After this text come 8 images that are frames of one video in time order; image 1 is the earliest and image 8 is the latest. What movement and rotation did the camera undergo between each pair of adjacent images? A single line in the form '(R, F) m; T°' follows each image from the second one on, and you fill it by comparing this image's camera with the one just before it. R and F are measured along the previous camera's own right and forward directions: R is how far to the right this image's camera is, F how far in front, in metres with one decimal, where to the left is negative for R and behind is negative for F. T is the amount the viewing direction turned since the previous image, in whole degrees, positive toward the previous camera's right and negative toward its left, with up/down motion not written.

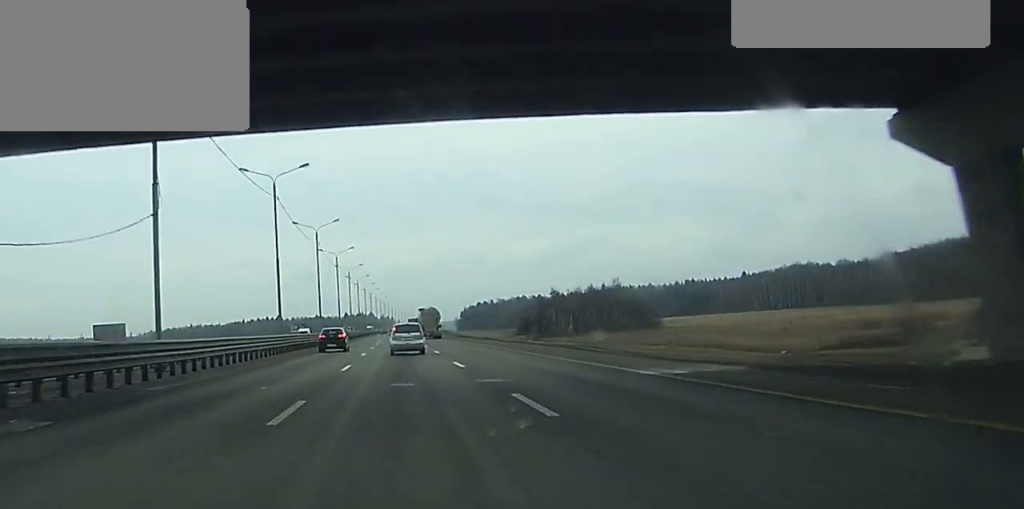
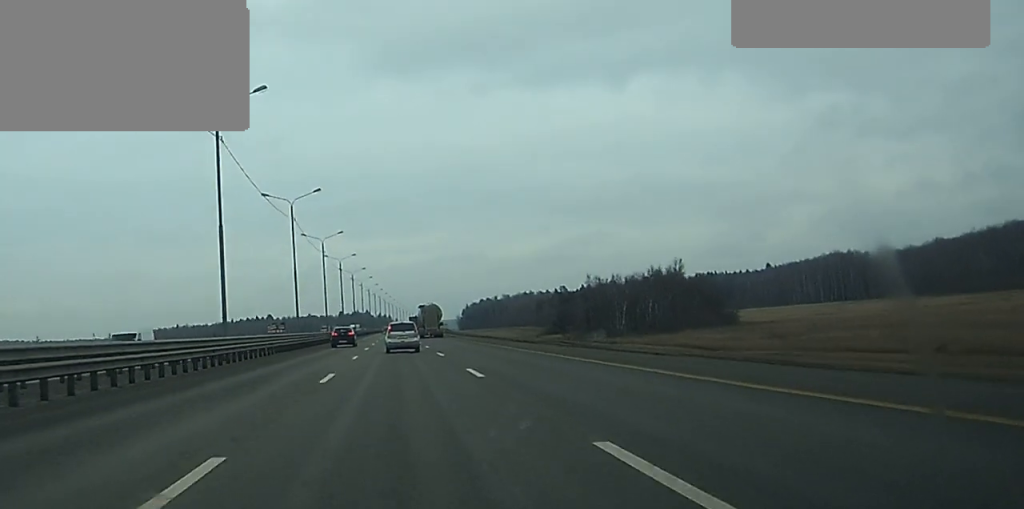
(0.0, +54.5) m; 0°
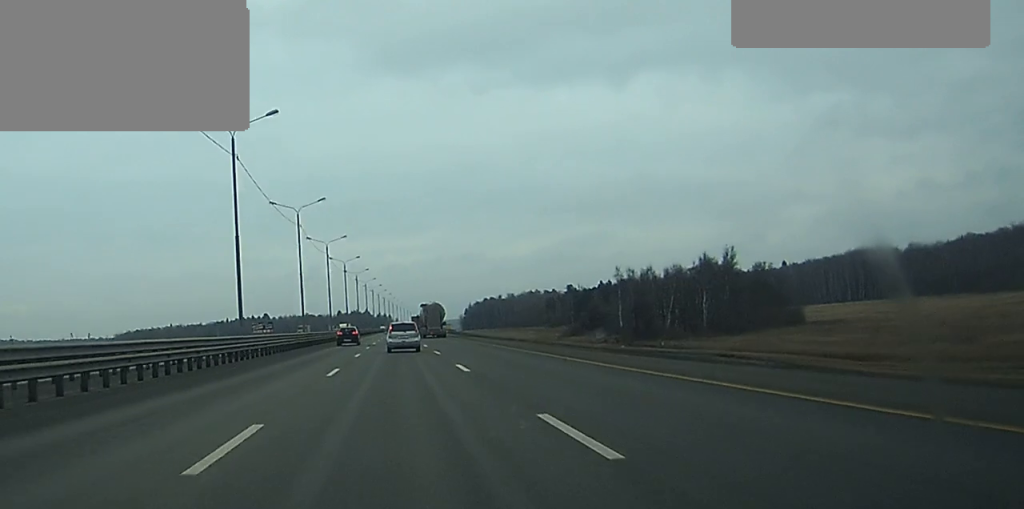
(0.0, +28.7) m; 0°
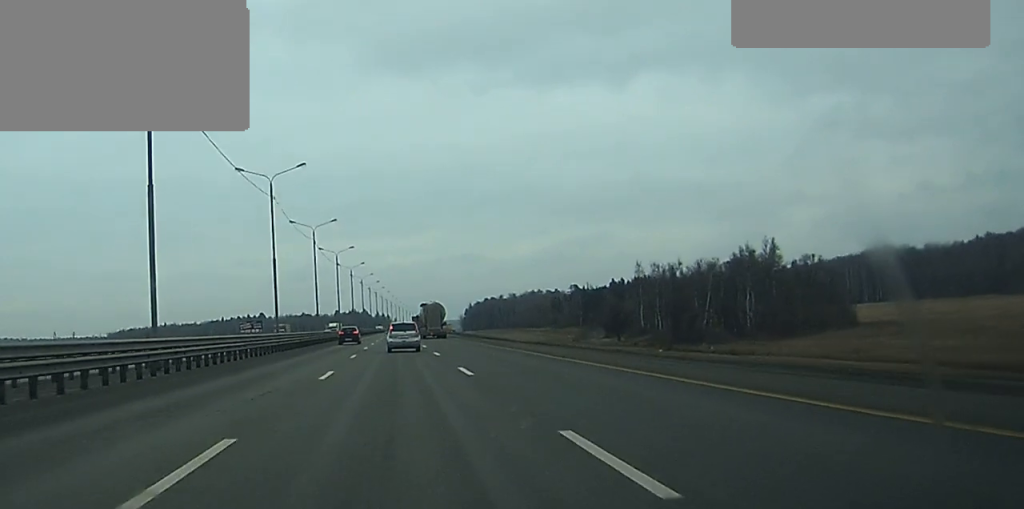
(0.0, +17.6) m; 0°
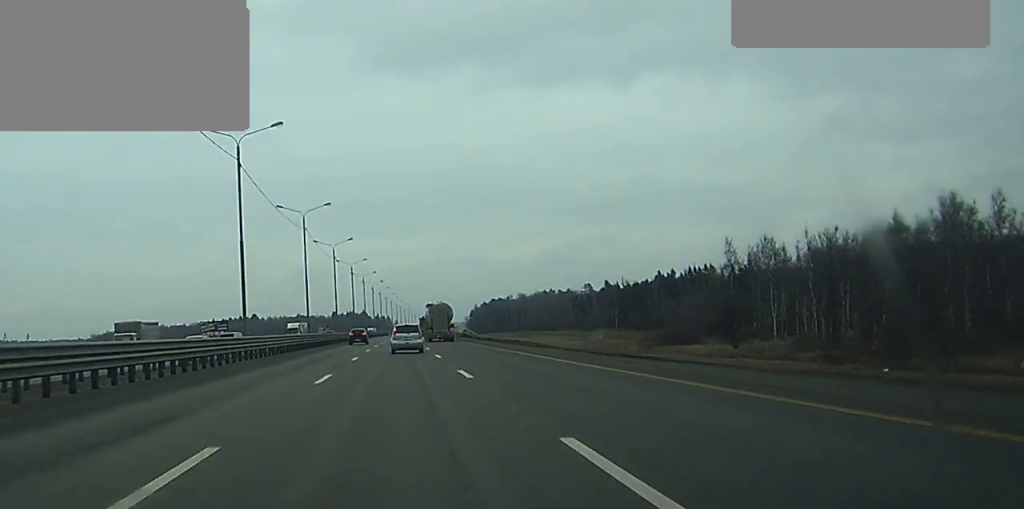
(+0.1, +48.5) m; 0°
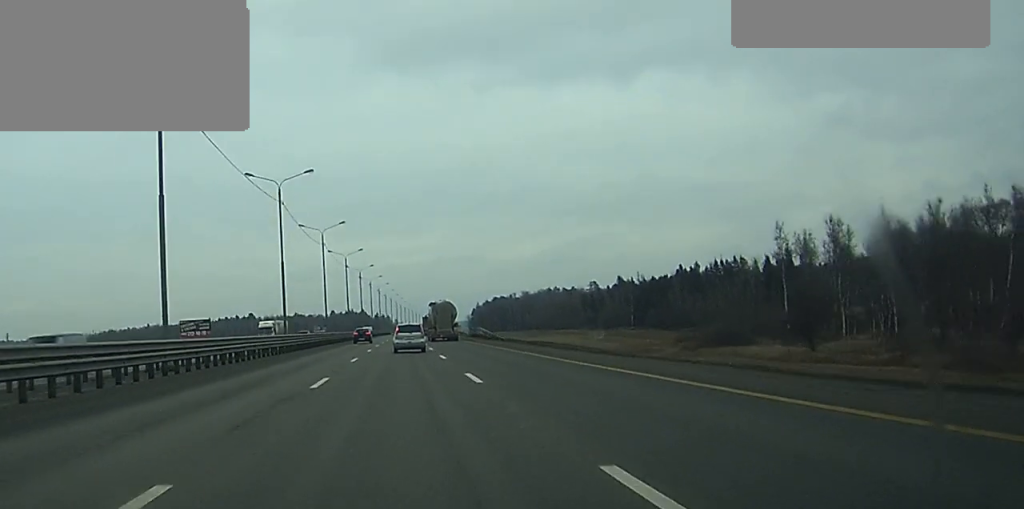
(0.0, +17.8) m; 0°
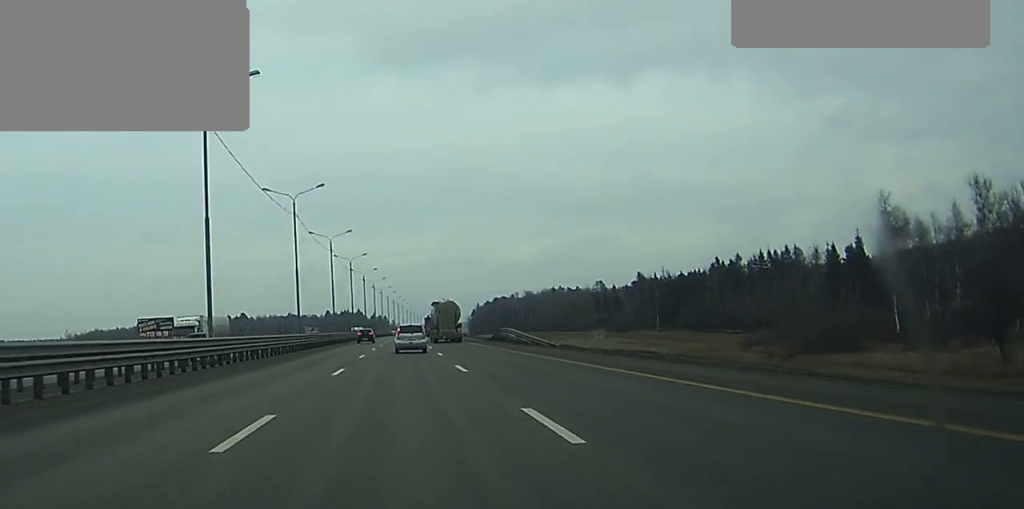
(0.0, +26.3) m; 0°
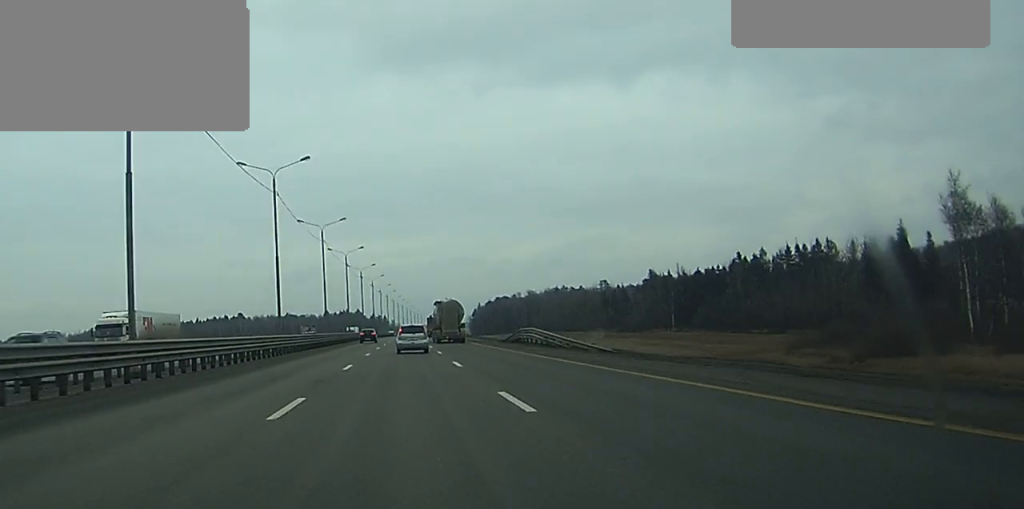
(0.0, +12.3) m; 0°
